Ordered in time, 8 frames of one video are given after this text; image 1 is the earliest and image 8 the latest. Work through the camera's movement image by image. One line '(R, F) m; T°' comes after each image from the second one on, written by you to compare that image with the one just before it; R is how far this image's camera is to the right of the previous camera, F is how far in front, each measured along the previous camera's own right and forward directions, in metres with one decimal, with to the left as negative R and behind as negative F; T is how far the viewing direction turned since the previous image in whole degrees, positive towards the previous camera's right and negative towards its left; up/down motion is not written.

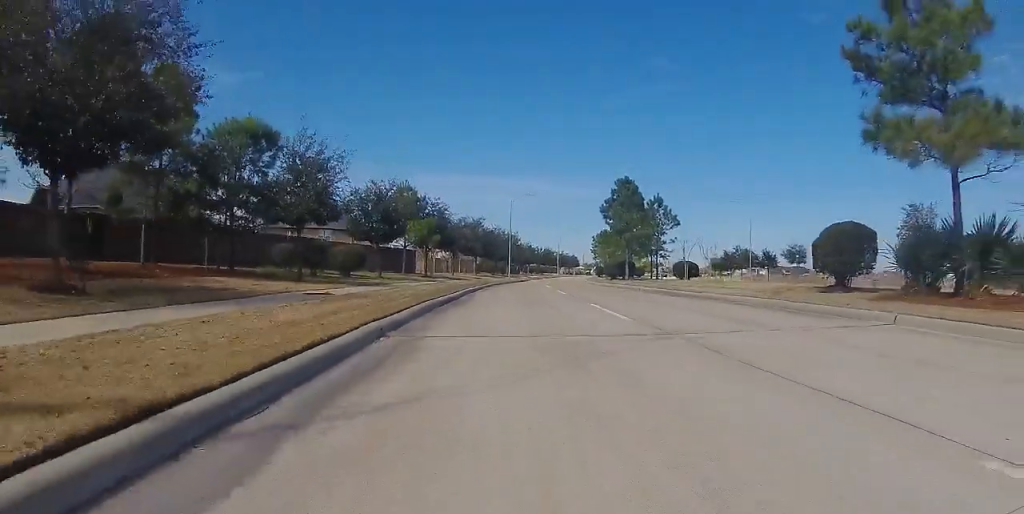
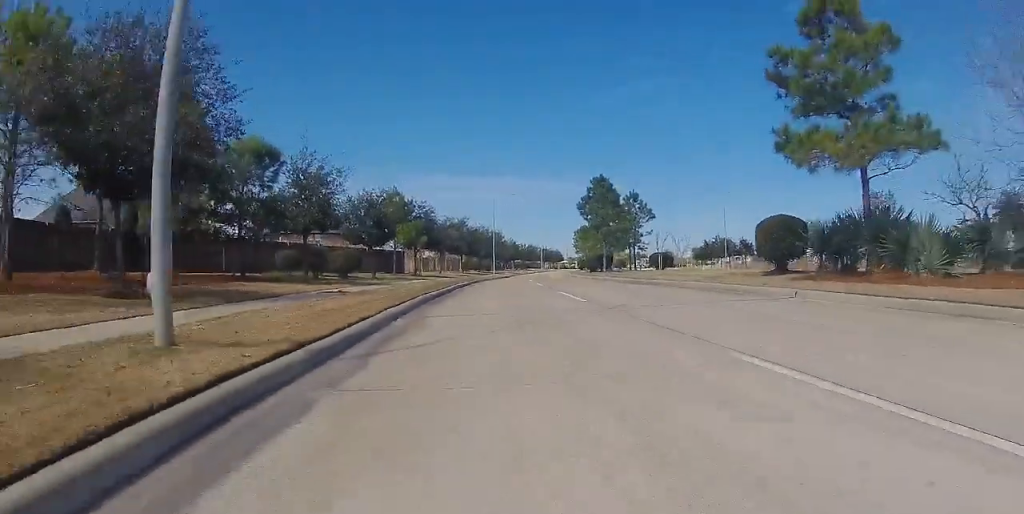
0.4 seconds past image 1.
(0.0, +2.7) m; -1°
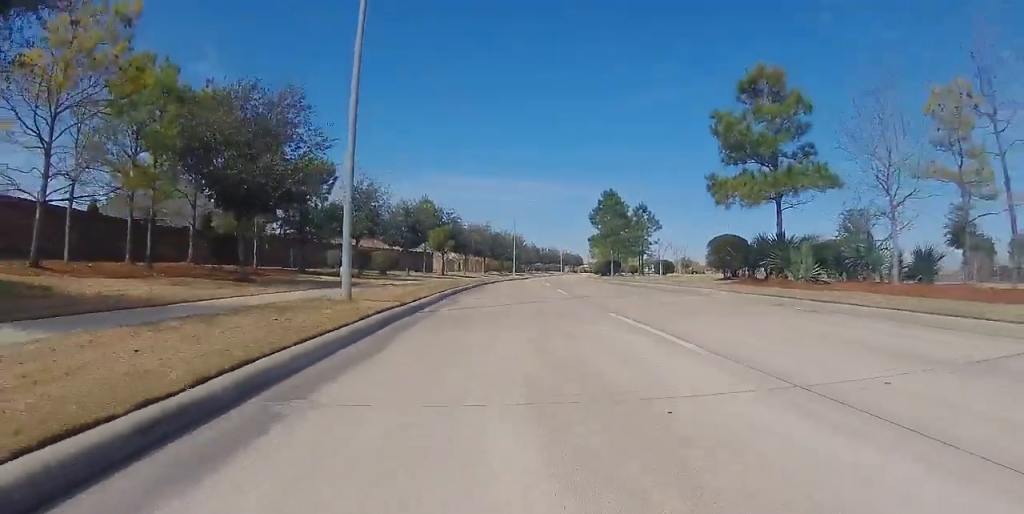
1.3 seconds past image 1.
(-0.3, +5.6) m; -3°
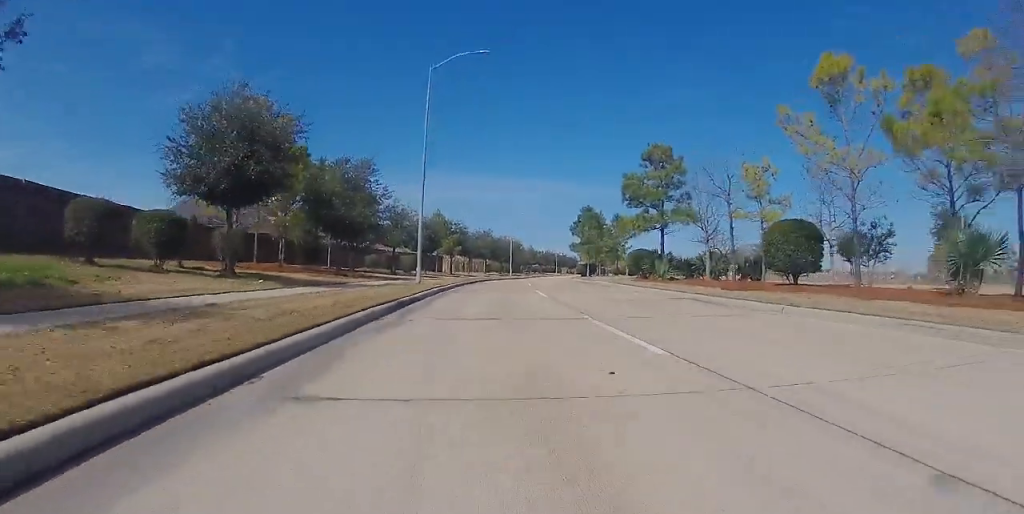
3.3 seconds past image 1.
(0.0, +12.3) m; 0°
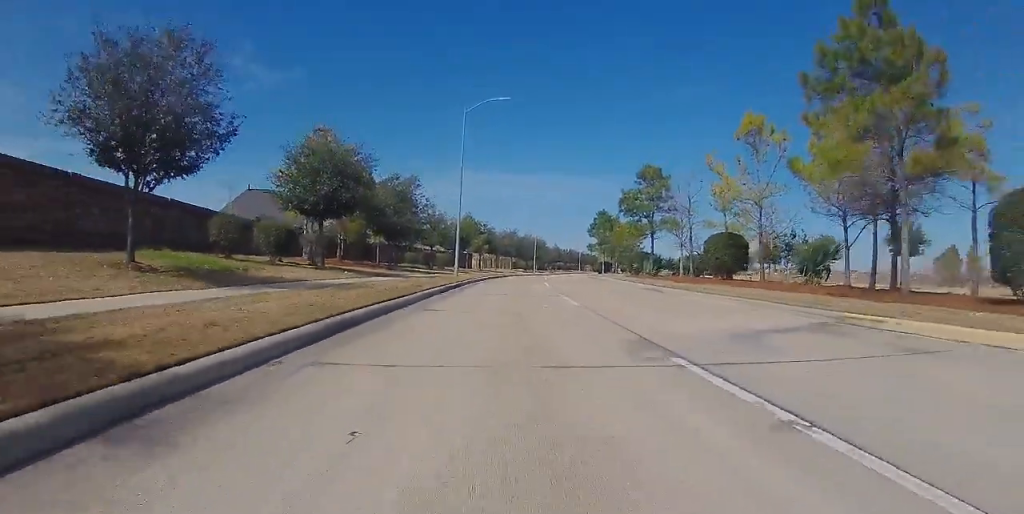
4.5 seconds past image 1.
(0.0, +7.3) m; 0°
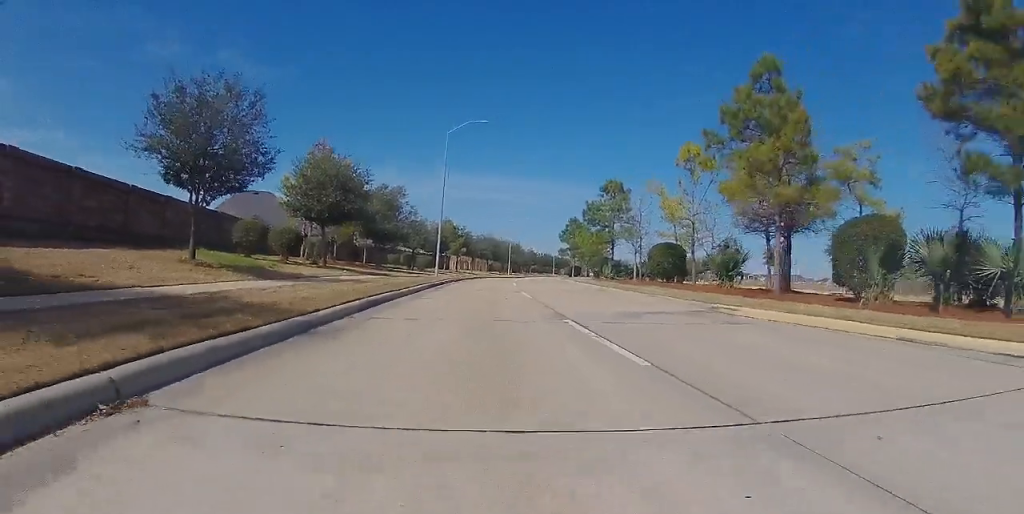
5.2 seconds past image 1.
(0.0, +4.5) m; 0°
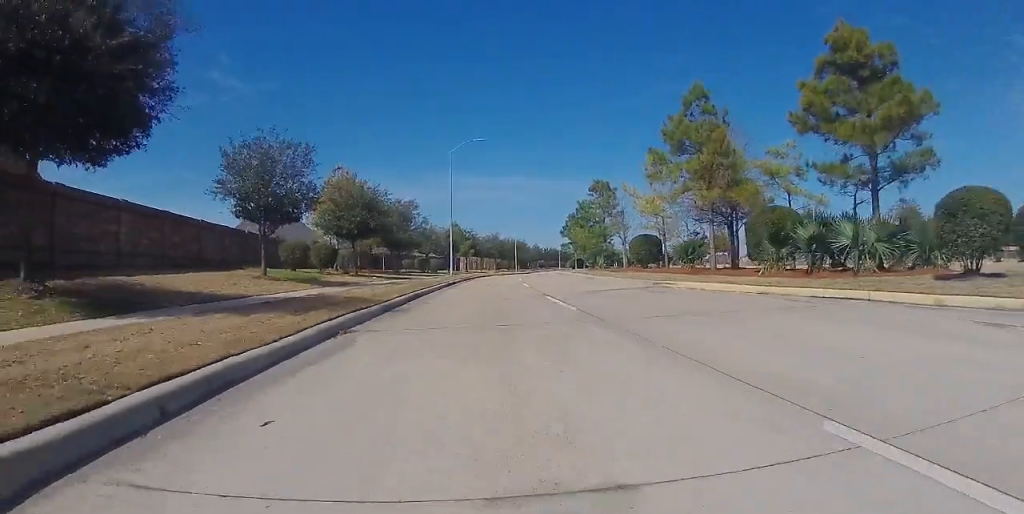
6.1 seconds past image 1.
(0.0, +5.1) m; 0°
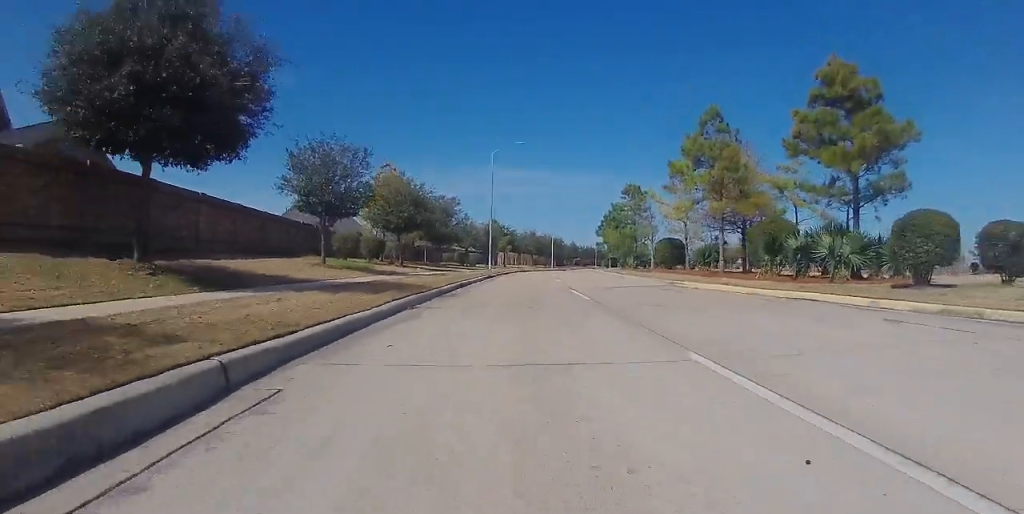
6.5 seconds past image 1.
(0.0, +2.7) m; 0°
